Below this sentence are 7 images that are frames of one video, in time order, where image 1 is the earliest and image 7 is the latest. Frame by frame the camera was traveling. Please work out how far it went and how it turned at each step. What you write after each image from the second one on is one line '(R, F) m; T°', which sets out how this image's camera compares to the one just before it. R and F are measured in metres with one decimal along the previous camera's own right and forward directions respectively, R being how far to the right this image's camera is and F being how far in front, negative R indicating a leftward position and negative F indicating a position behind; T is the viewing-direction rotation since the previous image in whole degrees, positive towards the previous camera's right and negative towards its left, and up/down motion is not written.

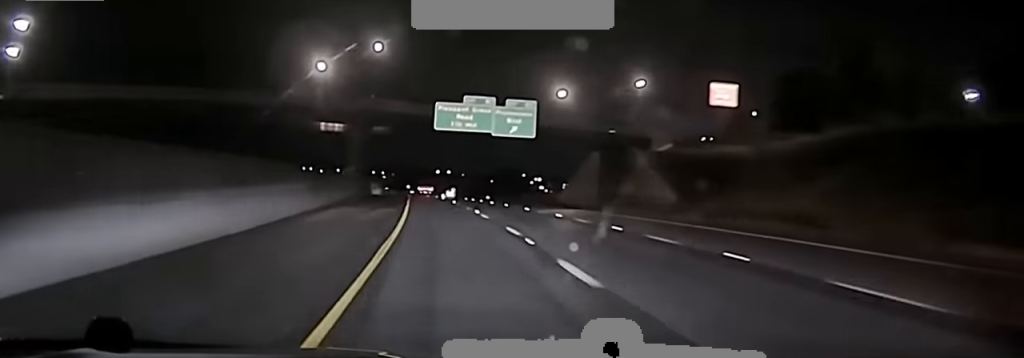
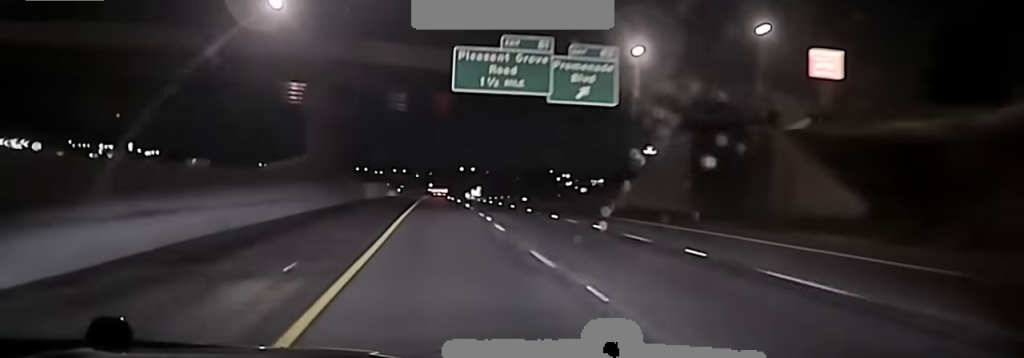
(-0.4, +32.2) m; -2°
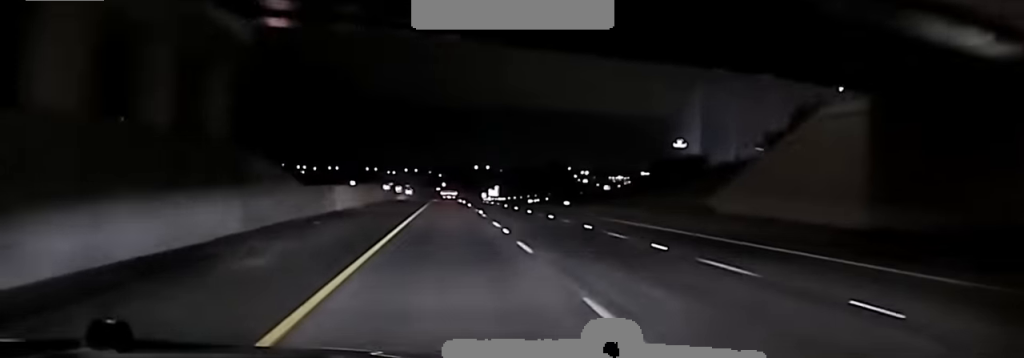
(-0.5, +30.7) m; -2°
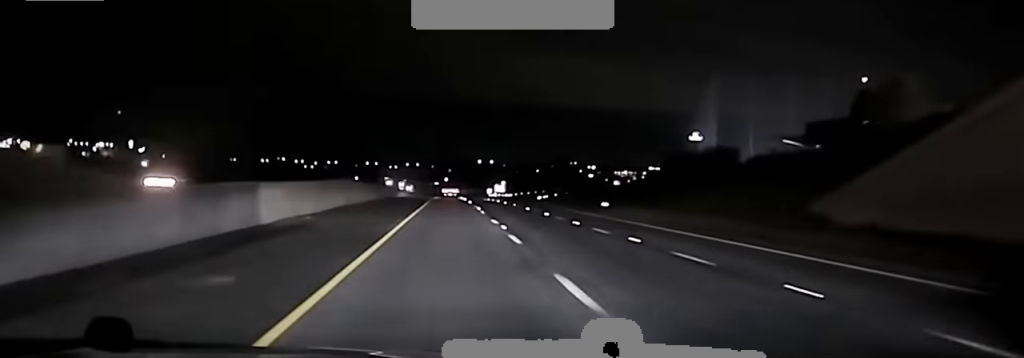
(-0.2, +19.0) m; -1°
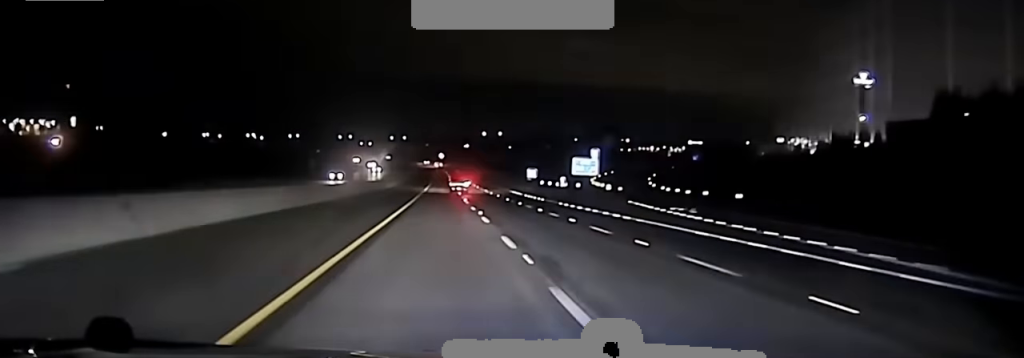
(-2.7, +166.7) m; -1°
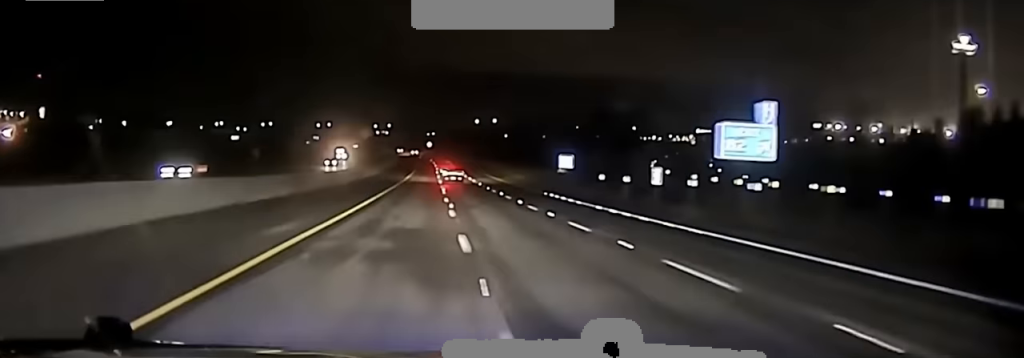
(+0.3, +57.2) m; 0°
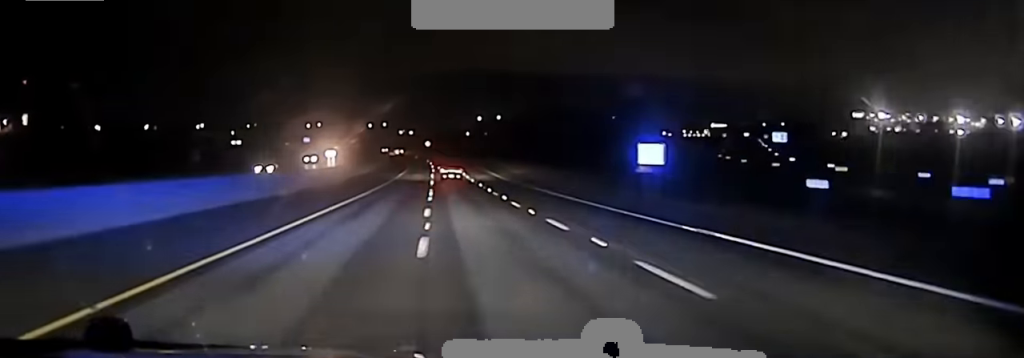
(+0.1, +36.8) m; 0°
